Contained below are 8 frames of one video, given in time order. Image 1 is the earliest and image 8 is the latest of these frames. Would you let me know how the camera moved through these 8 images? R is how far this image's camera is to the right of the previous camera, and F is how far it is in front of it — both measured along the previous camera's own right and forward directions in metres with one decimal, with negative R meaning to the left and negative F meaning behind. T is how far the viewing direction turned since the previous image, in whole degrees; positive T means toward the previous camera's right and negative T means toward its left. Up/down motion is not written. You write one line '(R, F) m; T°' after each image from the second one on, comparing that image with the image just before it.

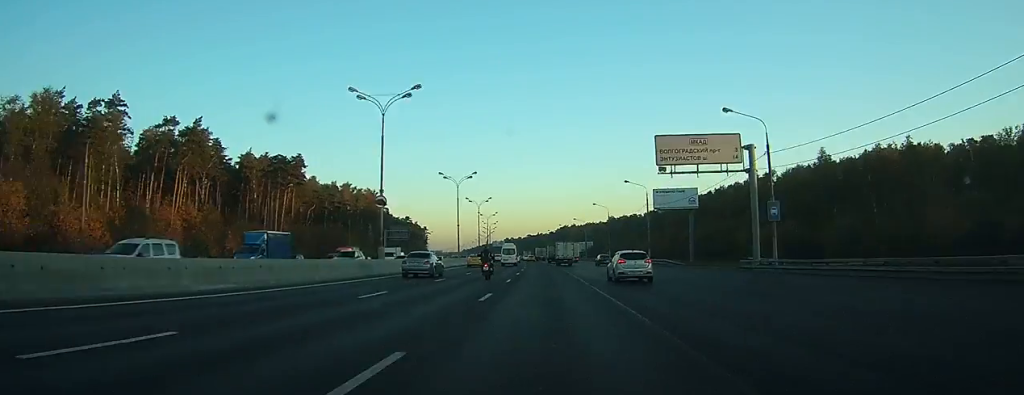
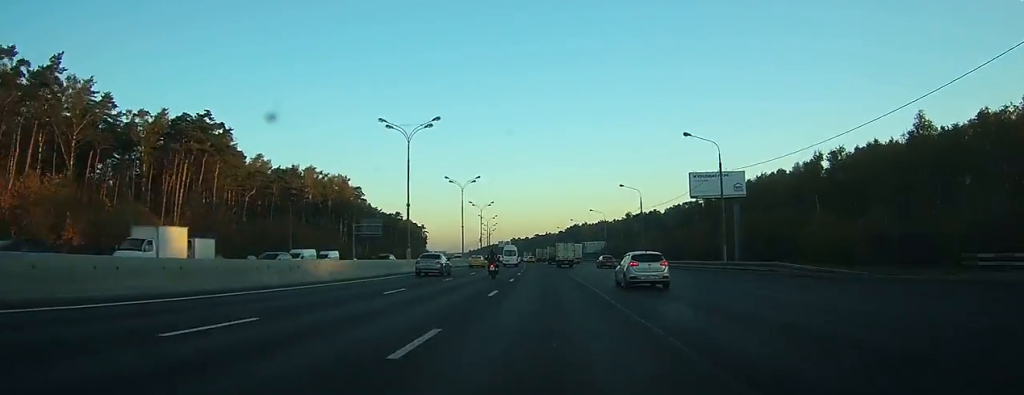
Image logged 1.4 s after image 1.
(-0.3, +35.7) m; -1°
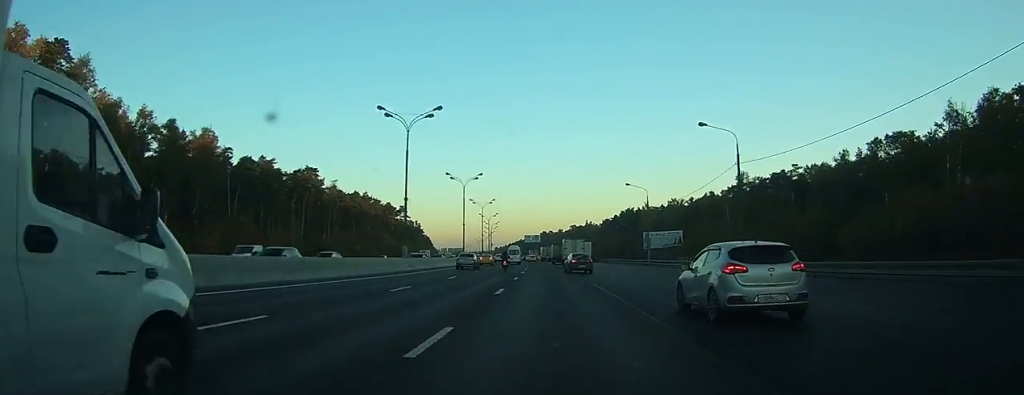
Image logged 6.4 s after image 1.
(-3.7, +127.5) m; -3°
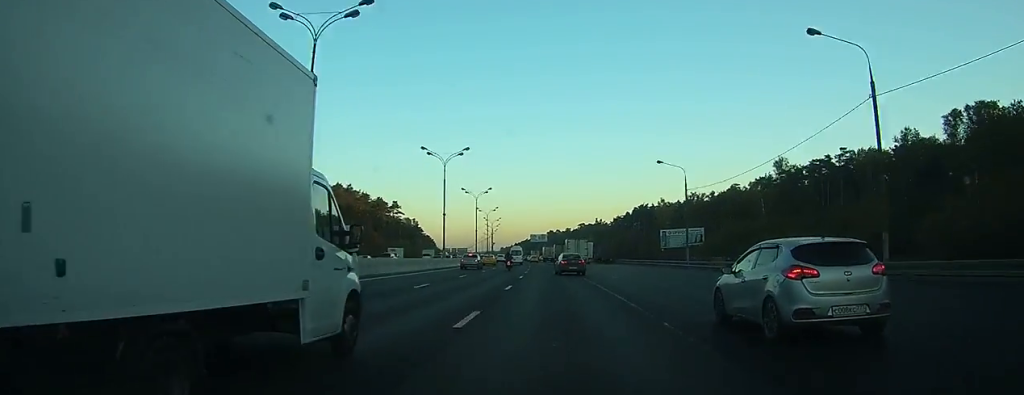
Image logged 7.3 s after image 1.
(-0.2, +21.2) m; 0°
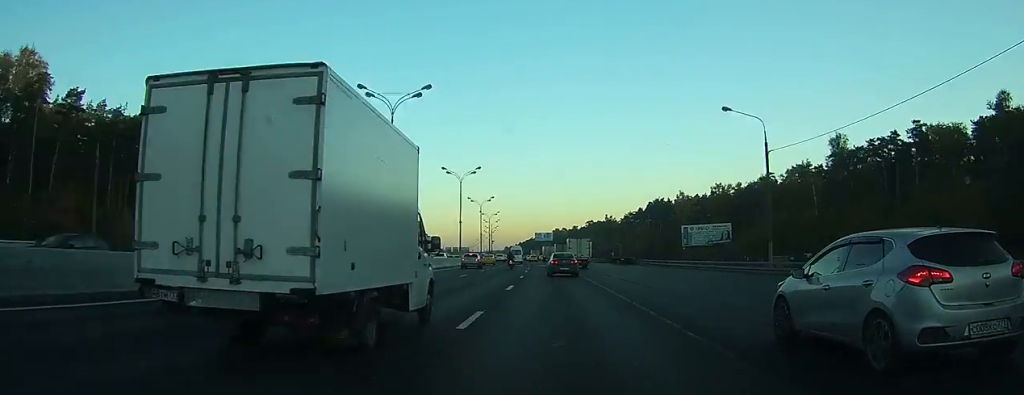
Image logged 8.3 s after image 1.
(-0.1, +24.4) m; 0°
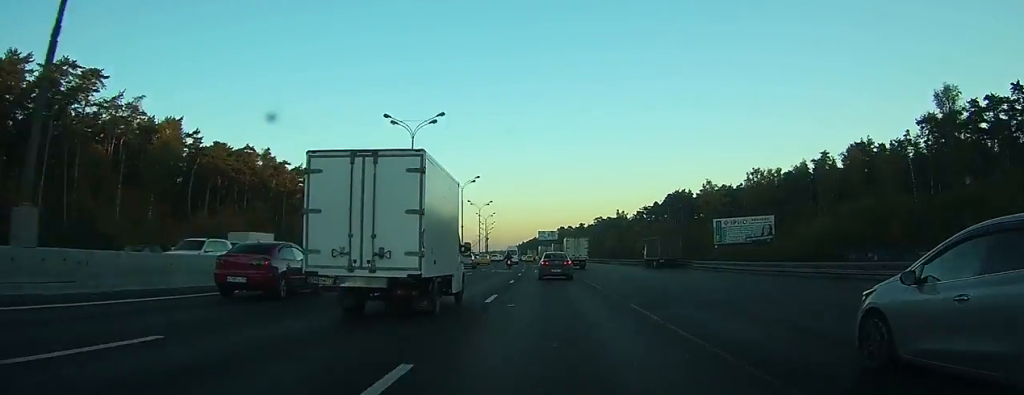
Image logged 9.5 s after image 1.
(-0.2, +29.3) m; -1°
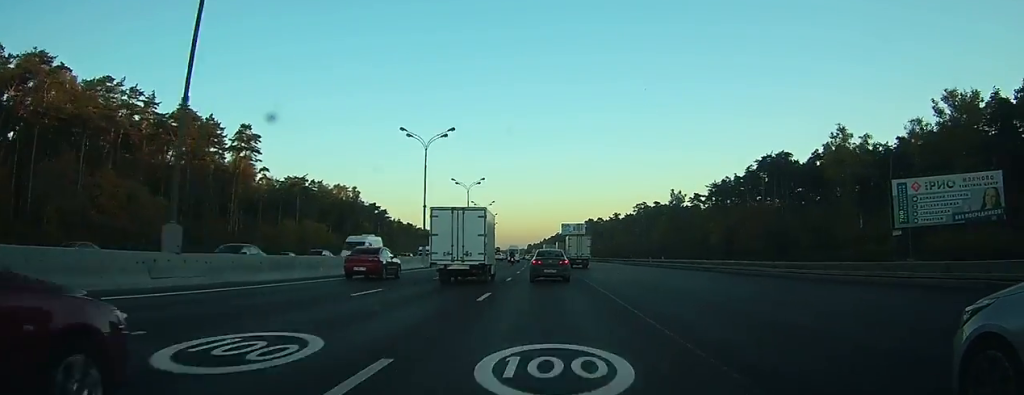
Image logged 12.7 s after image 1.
(-0.8, +71.1) m; -2°
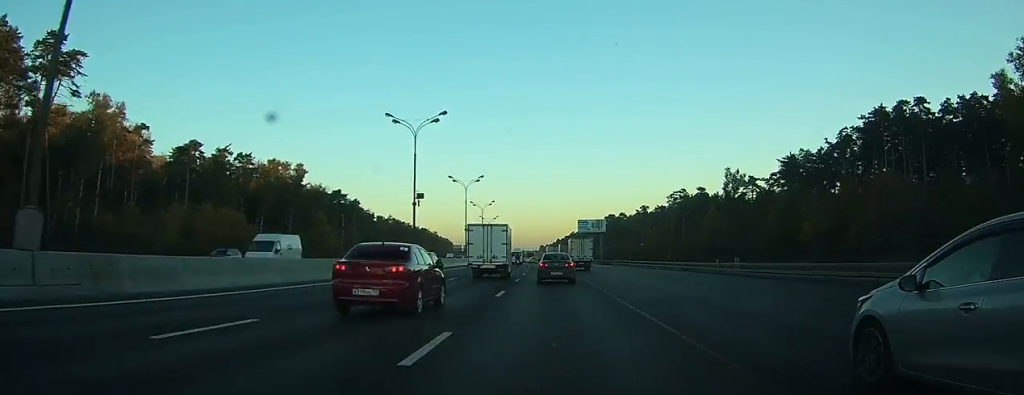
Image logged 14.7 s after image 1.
(-0.7, +45.2) m; -2°
